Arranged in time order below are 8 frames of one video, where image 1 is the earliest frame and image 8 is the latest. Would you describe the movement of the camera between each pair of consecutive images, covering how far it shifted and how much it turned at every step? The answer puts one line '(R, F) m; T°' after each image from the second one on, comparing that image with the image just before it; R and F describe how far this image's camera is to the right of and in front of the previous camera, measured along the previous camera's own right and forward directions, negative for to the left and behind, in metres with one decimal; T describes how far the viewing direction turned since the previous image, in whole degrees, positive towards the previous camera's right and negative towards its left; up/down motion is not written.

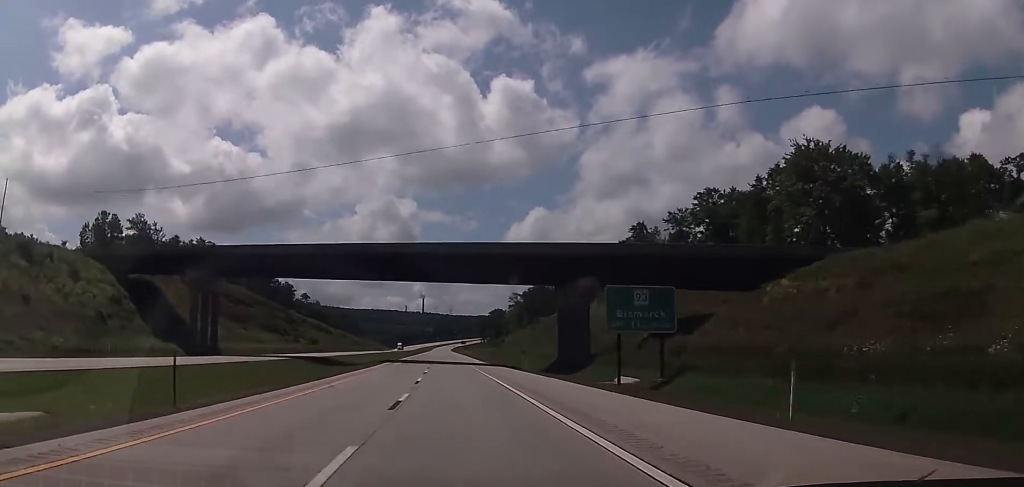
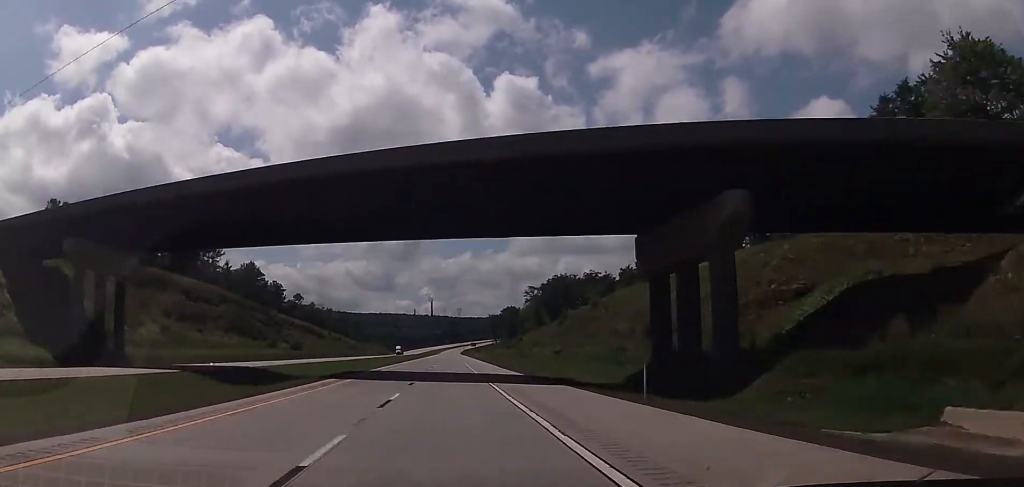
(-0.4, +35.0) m; -1°
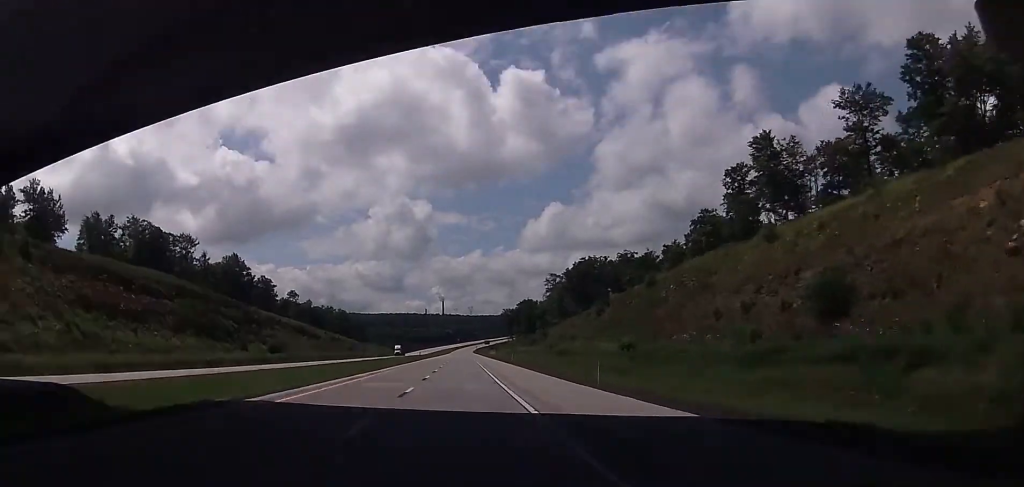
(-0.2, +32.6) m; -1°
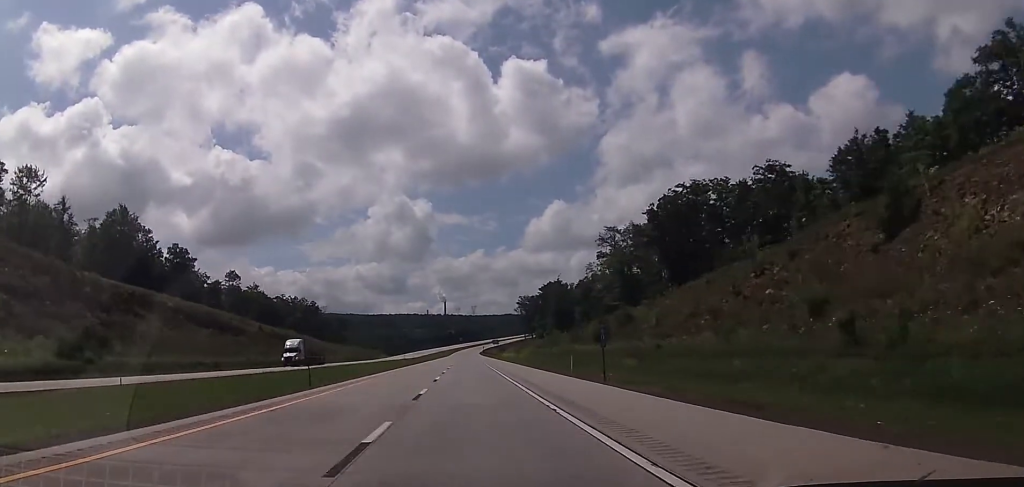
(-0.5, +85.9) m; -1°
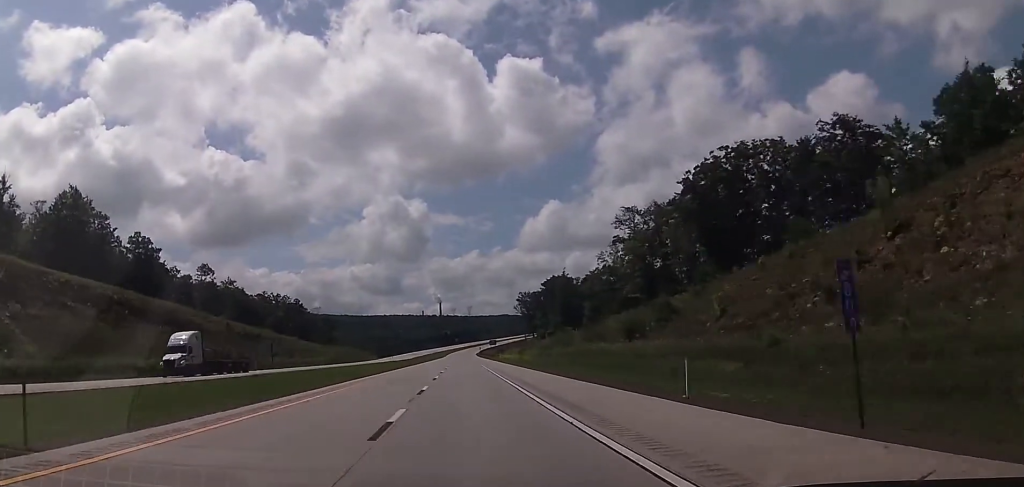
(-0.2, +20.7) m; 0°
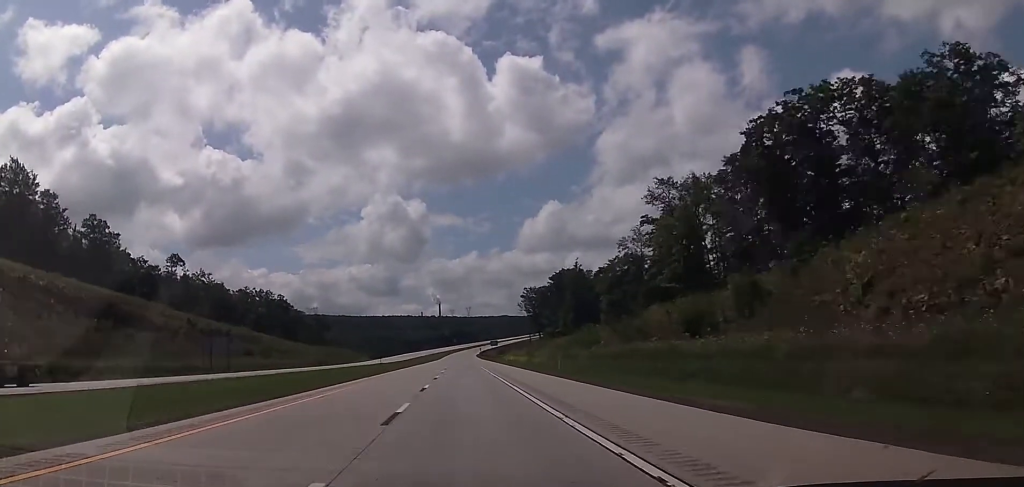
(0.0, +21.9) m; +1°
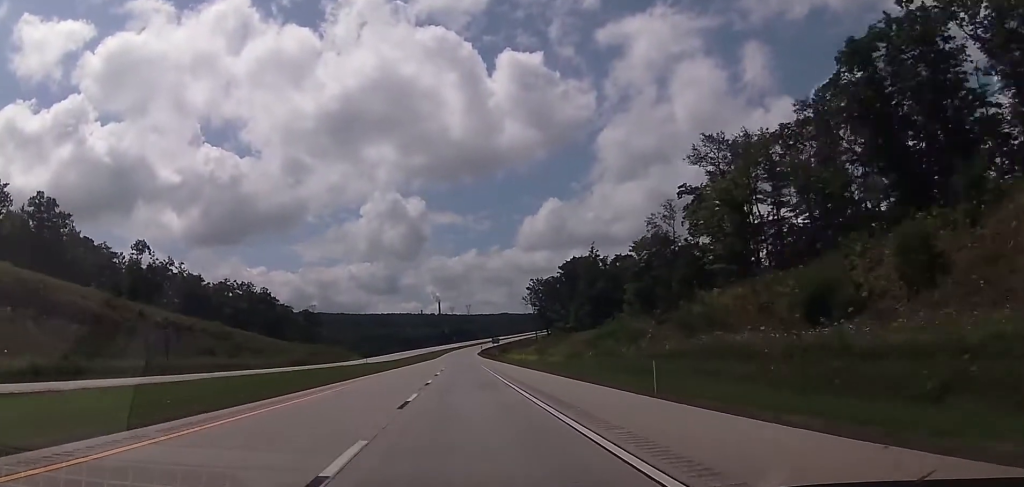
(+0.3, +20.7) m; 0°
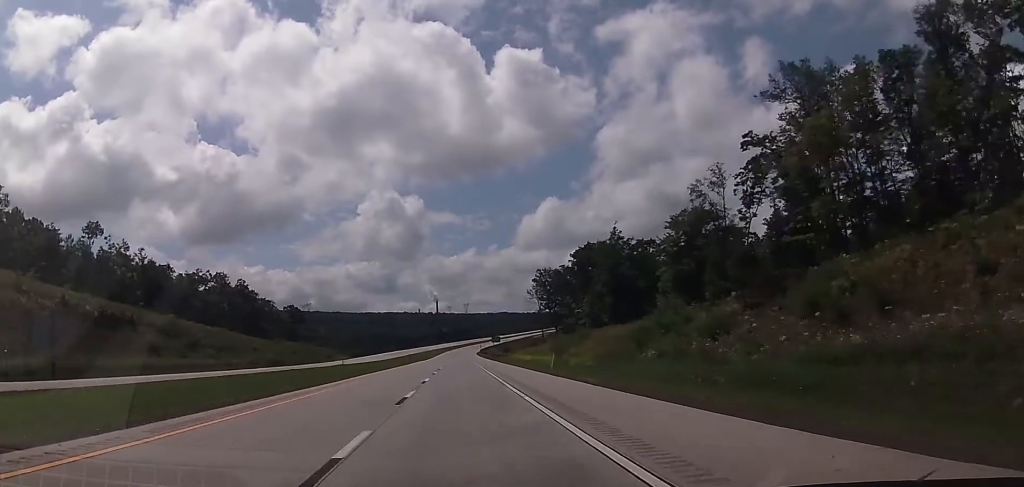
(+0.1, +22.8) m; 0°
